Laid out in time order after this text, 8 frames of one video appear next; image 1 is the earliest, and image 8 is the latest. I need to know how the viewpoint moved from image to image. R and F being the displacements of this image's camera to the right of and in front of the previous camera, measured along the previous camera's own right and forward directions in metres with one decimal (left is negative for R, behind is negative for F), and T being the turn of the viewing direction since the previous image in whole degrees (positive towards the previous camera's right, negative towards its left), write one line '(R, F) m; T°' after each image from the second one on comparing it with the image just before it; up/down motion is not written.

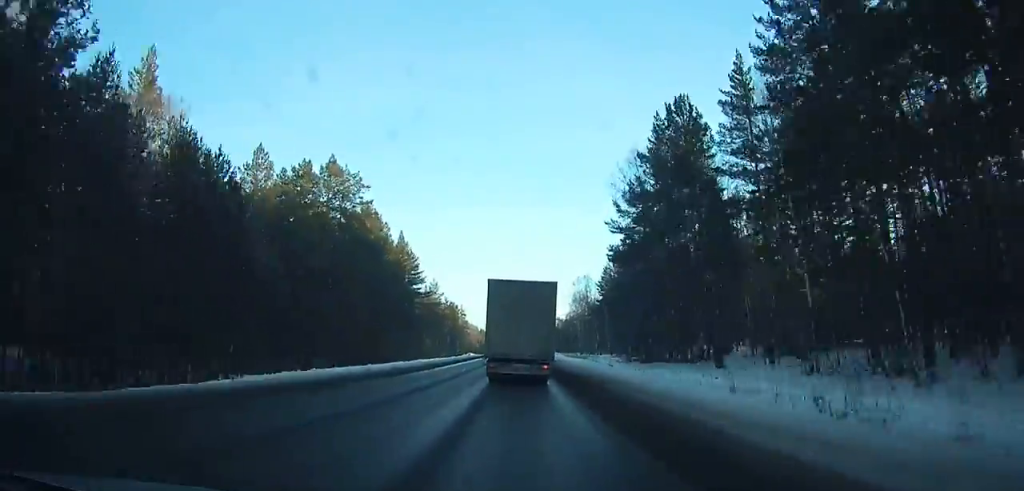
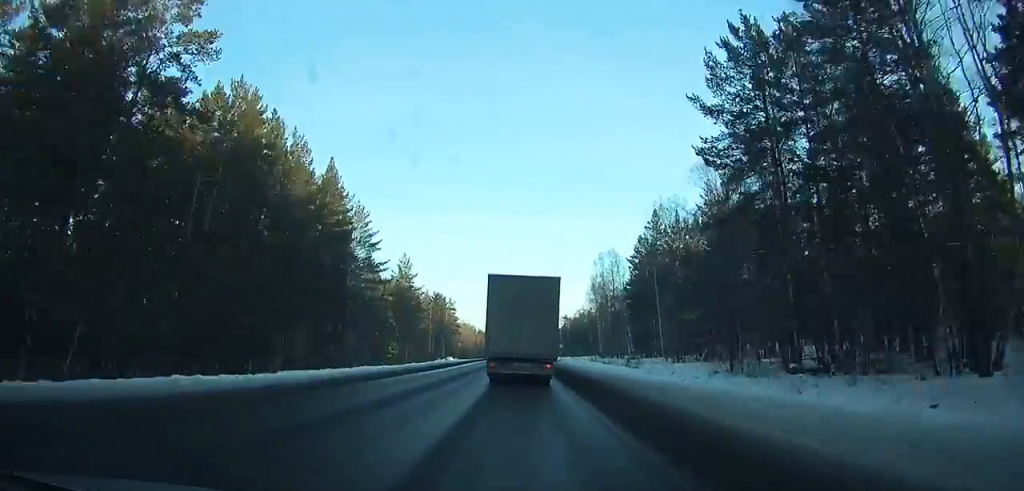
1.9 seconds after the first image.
(+0.2, +41.4) m; 0°
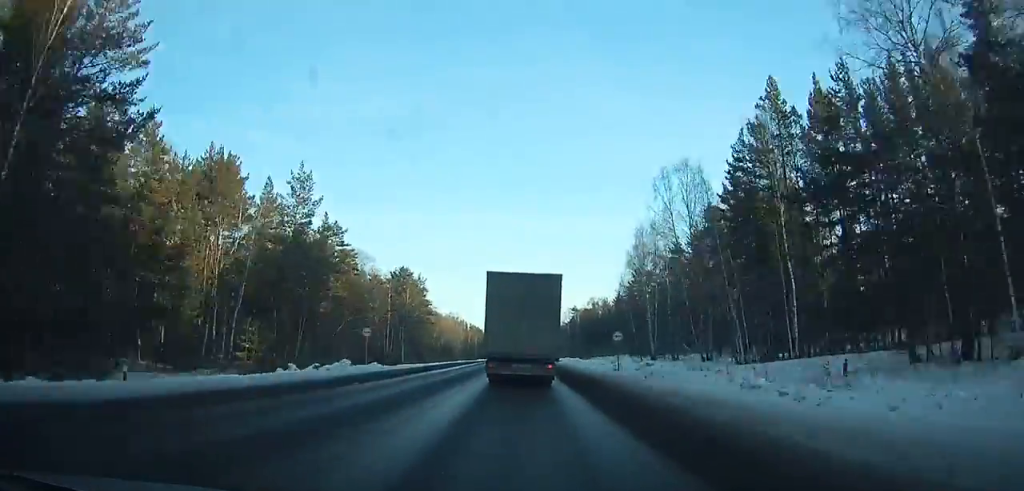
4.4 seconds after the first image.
(-0.1, +53.9) m; 0°
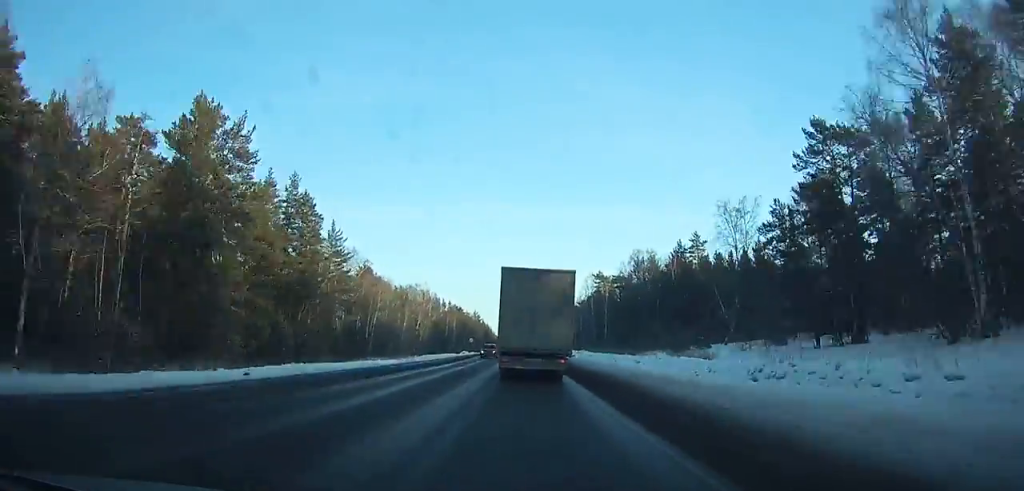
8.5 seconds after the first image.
(0.0, +87.7) m; 0°
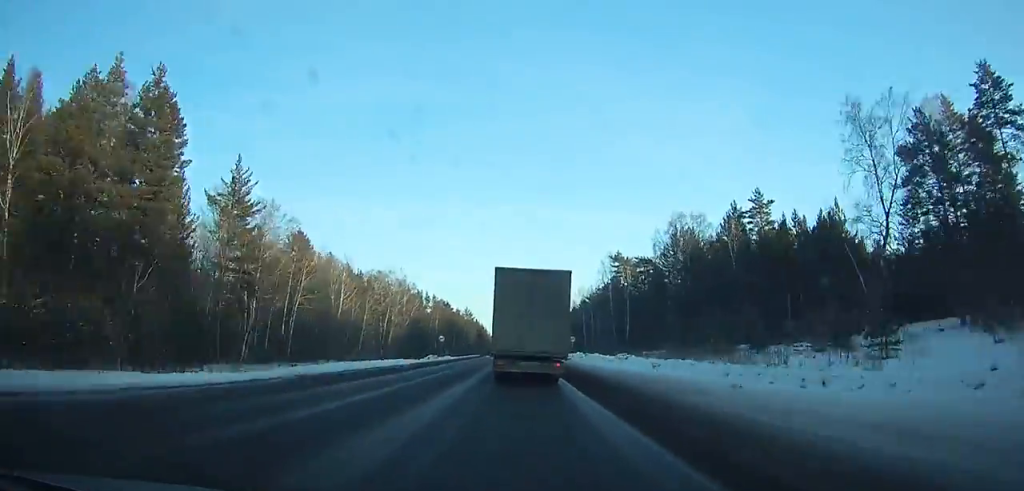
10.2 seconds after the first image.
(+0.1, +36.4) m; 0°
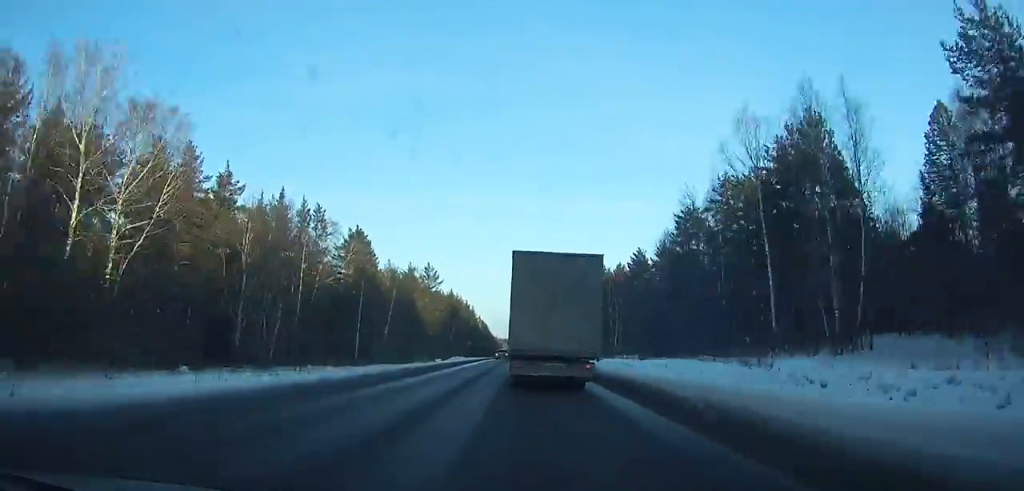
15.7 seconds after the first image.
(+0.1, +118.9) m; 0°
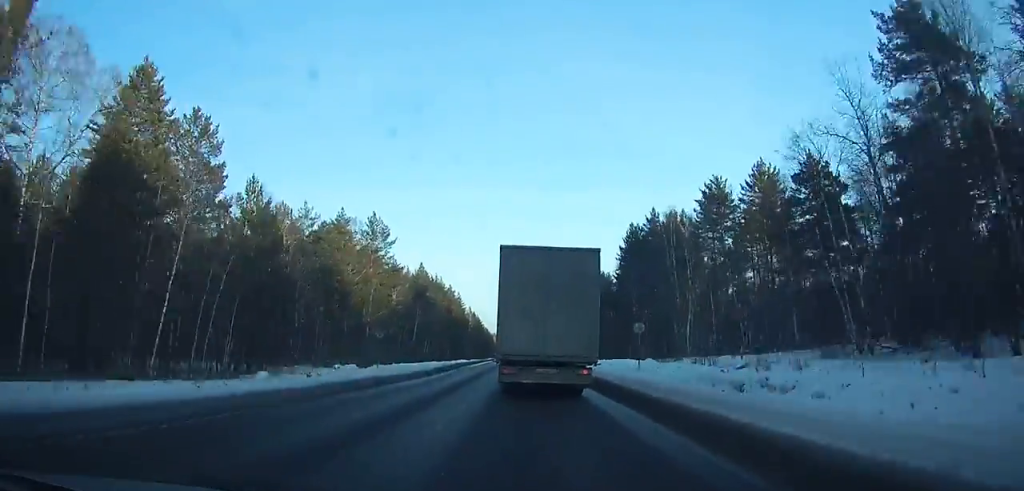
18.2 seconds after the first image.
(+0.1, +54.6) m; 0°
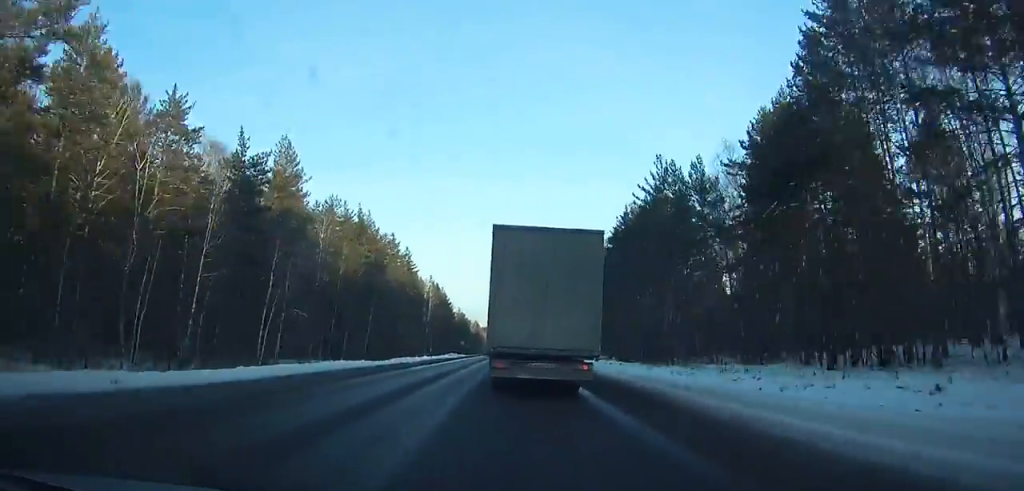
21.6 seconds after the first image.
(+0.3, +74.1) m; 0°
